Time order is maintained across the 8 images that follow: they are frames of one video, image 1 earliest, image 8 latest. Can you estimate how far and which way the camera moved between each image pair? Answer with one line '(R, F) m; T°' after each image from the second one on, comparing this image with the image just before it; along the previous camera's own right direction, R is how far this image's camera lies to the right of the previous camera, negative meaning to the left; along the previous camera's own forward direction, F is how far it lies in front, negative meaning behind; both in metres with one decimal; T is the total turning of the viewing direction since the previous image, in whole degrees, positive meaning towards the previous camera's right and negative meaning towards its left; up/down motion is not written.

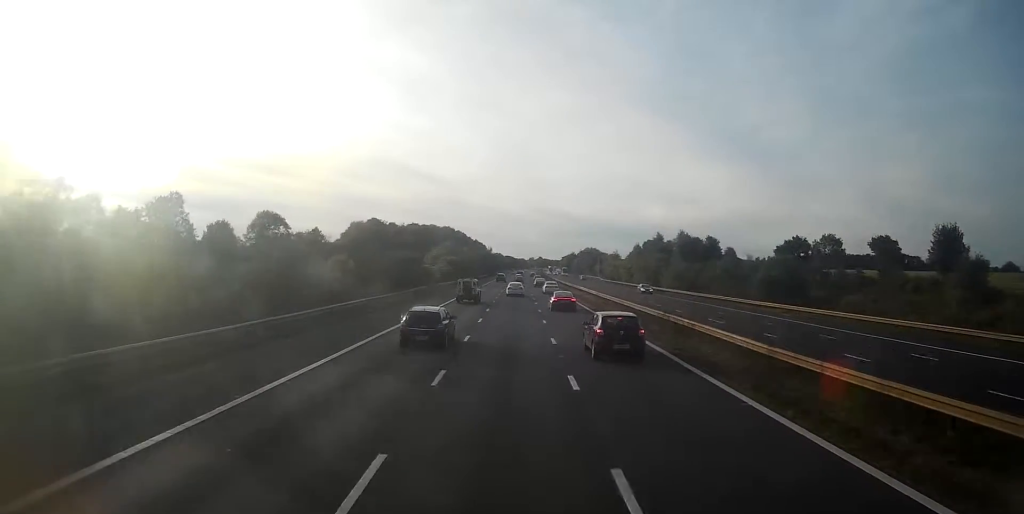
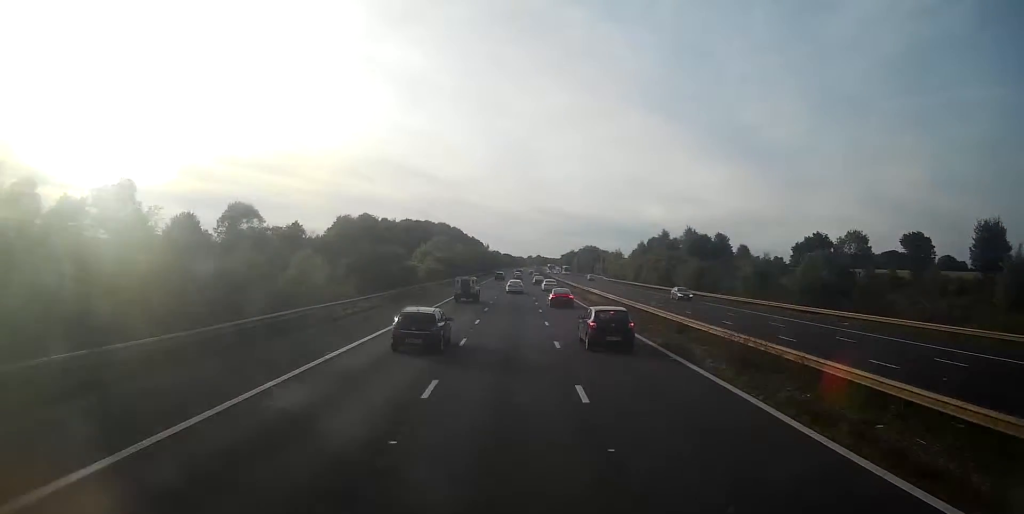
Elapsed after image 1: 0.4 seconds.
(-0.1, +10.9) m; 0°
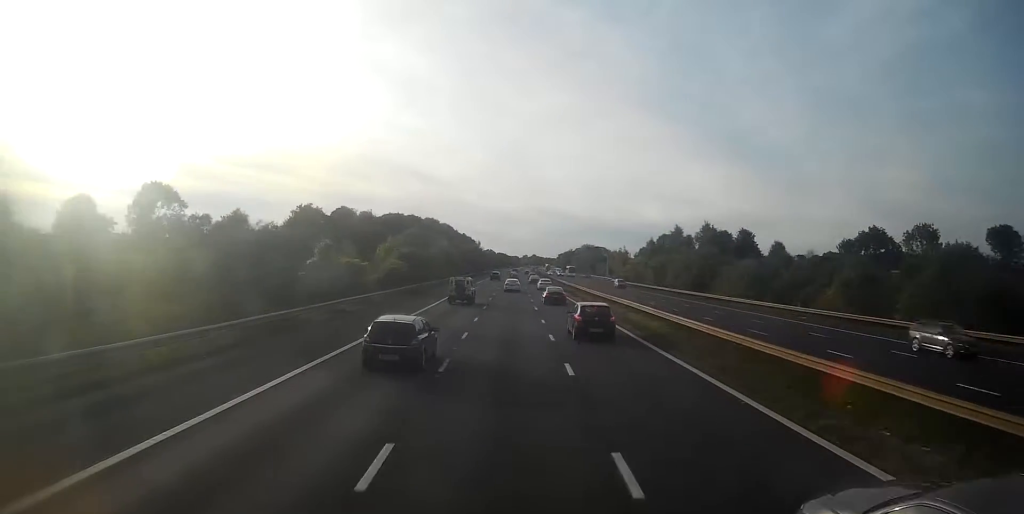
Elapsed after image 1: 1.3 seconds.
(+0.4, +23.7) m; +1°
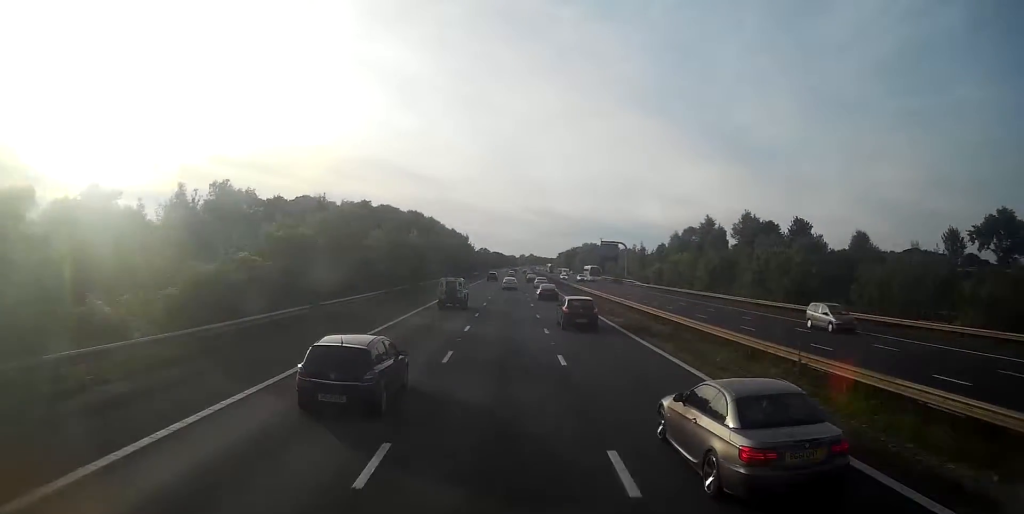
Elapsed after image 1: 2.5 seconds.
(+0.1, +34.8) m; +1°
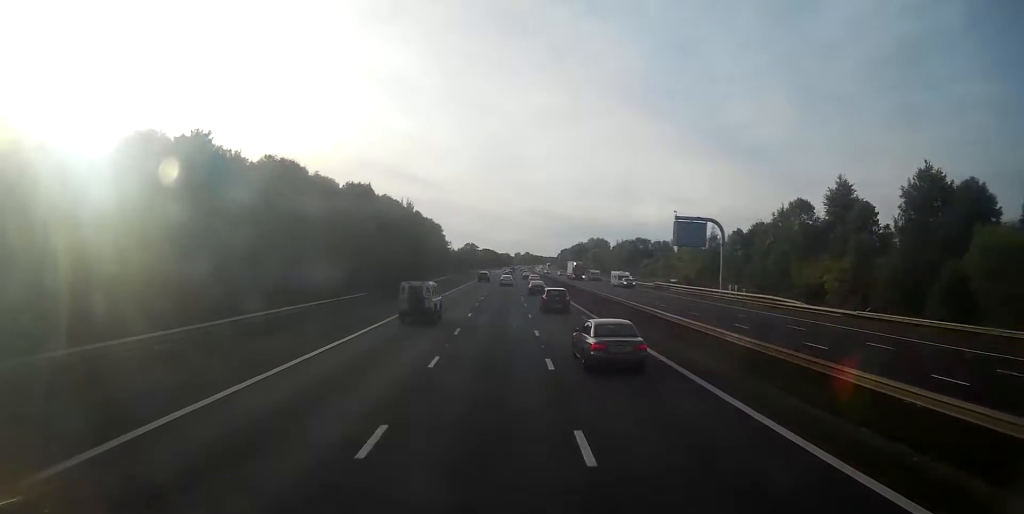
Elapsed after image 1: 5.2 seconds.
(+0.5, +72.2) m; 0°
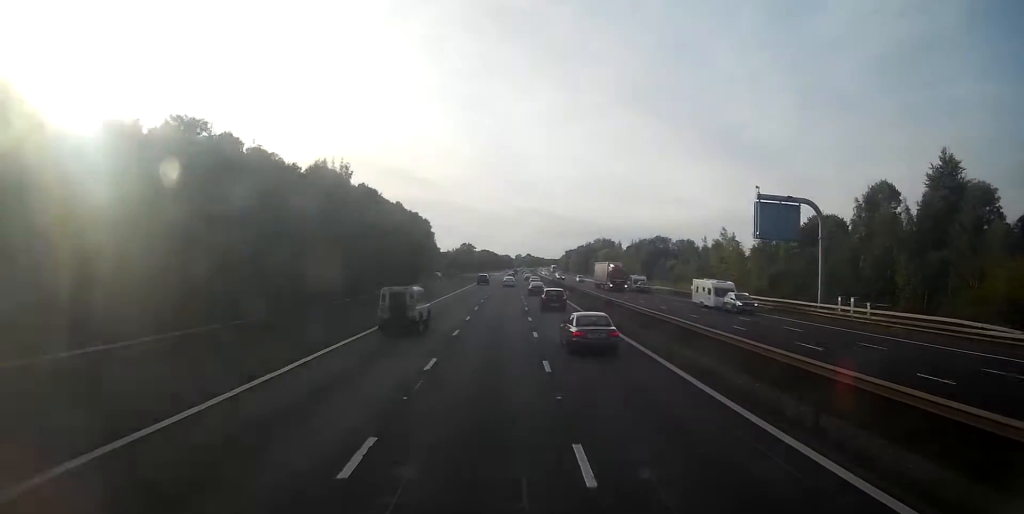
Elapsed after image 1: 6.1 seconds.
(-0.2, +26.4) m; -1°
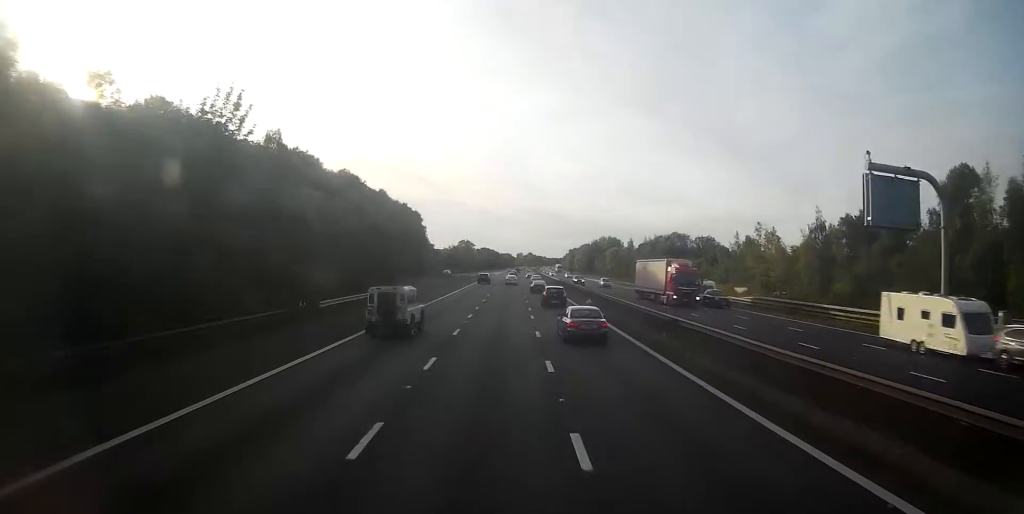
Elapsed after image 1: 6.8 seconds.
(-0.1, +17.3) m; 0°
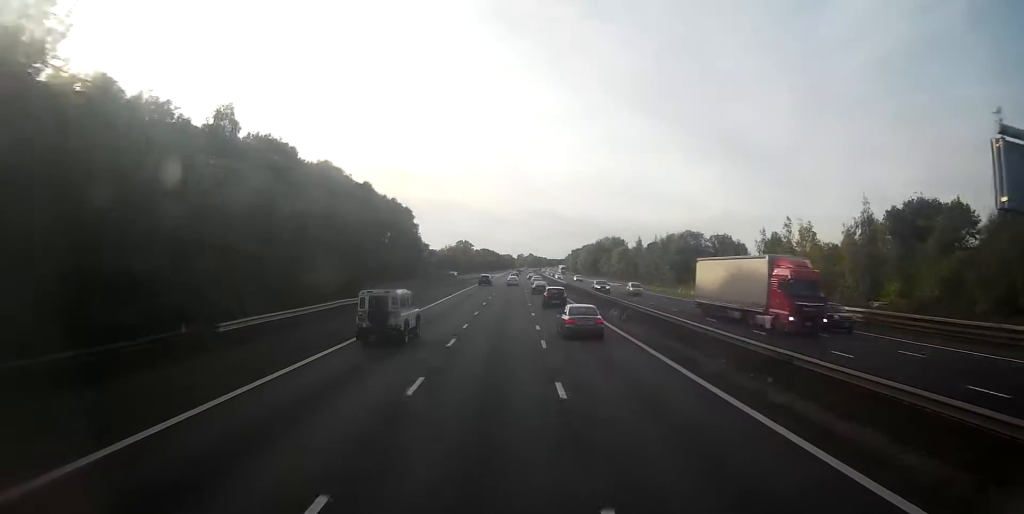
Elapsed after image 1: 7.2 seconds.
(0.0, +11.8) m; 0°
